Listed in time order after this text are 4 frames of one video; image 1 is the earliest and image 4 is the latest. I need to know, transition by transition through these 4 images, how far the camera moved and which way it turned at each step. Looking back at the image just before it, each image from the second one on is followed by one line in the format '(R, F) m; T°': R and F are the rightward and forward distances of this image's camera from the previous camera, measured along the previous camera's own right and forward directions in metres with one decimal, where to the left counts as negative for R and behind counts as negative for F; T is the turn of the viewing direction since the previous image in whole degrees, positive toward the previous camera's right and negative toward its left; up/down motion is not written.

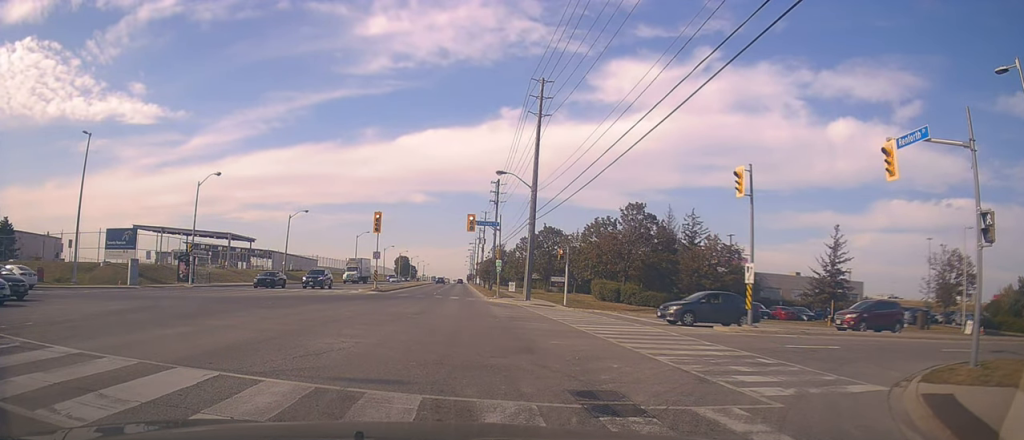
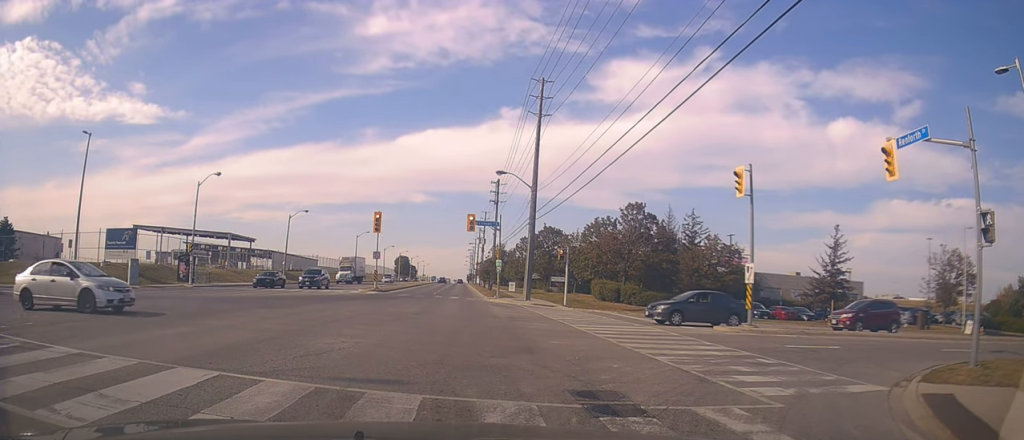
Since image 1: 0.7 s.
(0.0, 0.0) m; 0°
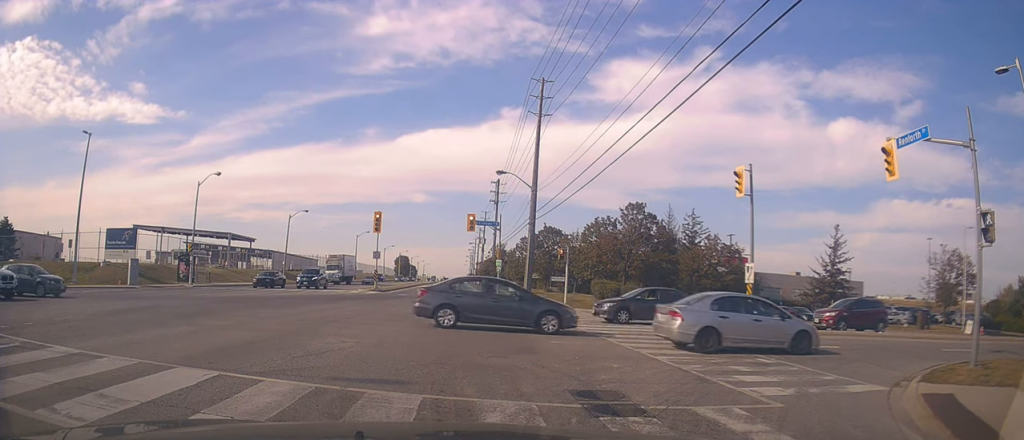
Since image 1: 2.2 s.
(0.0, 0.0) m; 0°
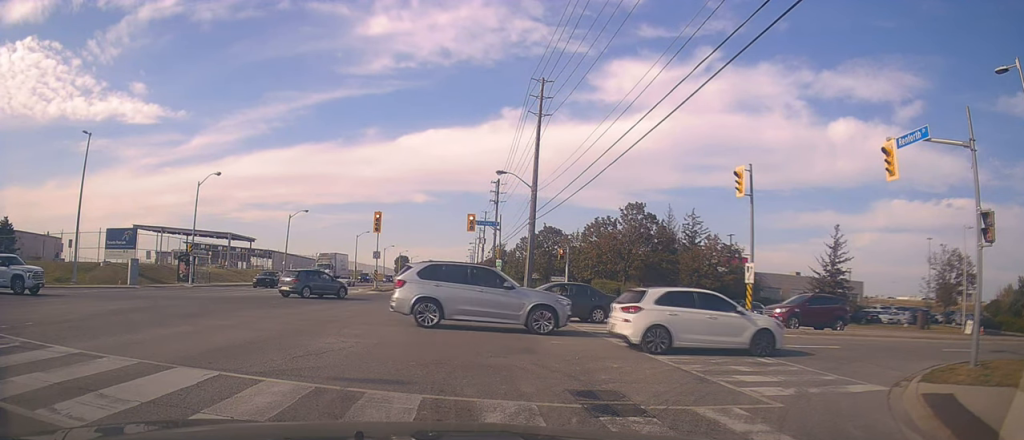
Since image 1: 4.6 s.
(0.0, 0.0) m; 0°
